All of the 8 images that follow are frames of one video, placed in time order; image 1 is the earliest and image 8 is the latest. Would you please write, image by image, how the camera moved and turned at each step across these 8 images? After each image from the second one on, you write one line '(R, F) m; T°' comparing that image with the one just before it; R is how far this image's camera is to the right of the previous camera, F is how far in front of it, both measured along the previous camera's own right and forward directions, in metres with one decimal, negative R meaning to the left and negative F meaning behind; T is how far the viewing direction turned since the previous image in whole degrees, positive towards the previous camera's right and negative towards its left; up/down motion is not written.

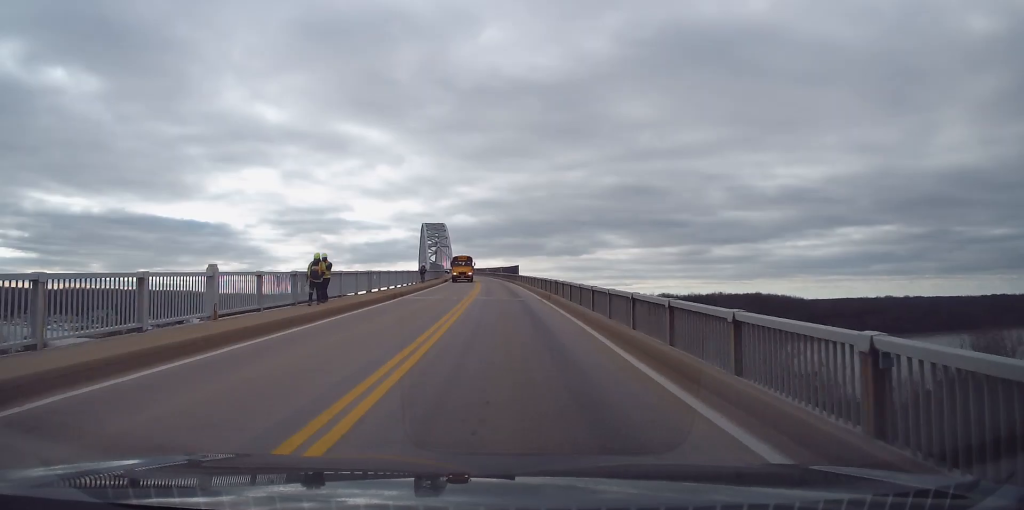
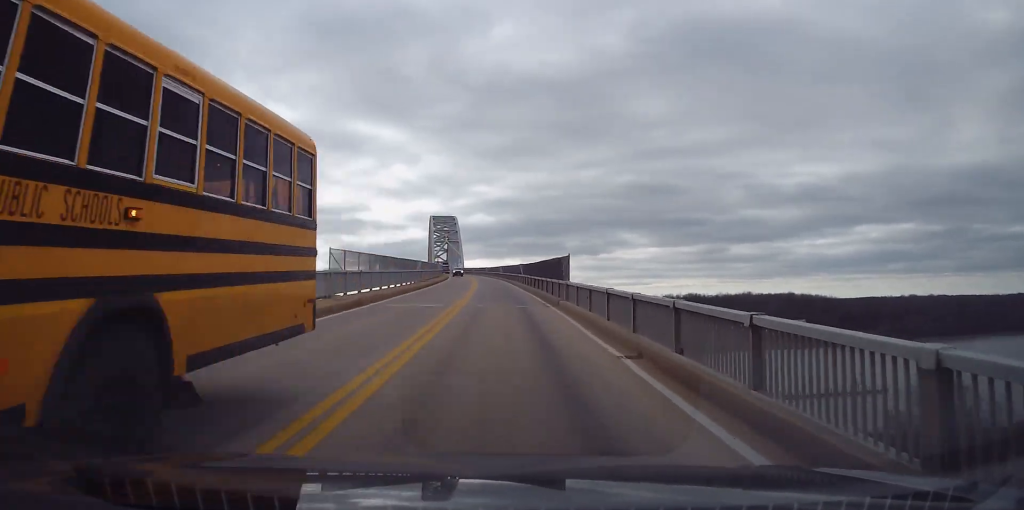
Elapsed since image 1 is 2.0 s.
(-0.5, +43.9) m; -1°
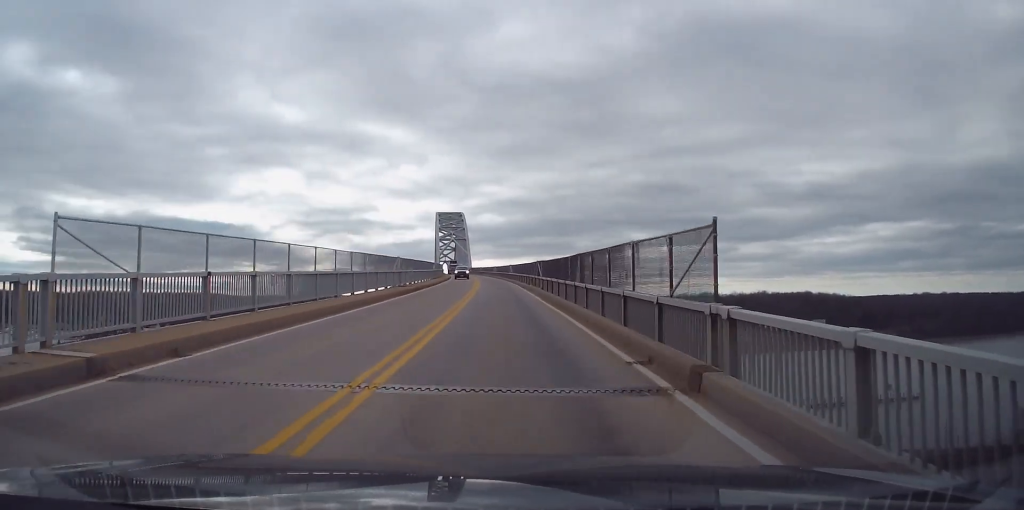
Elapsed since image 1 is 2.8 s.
(-0.2, +17.1) m; -2°
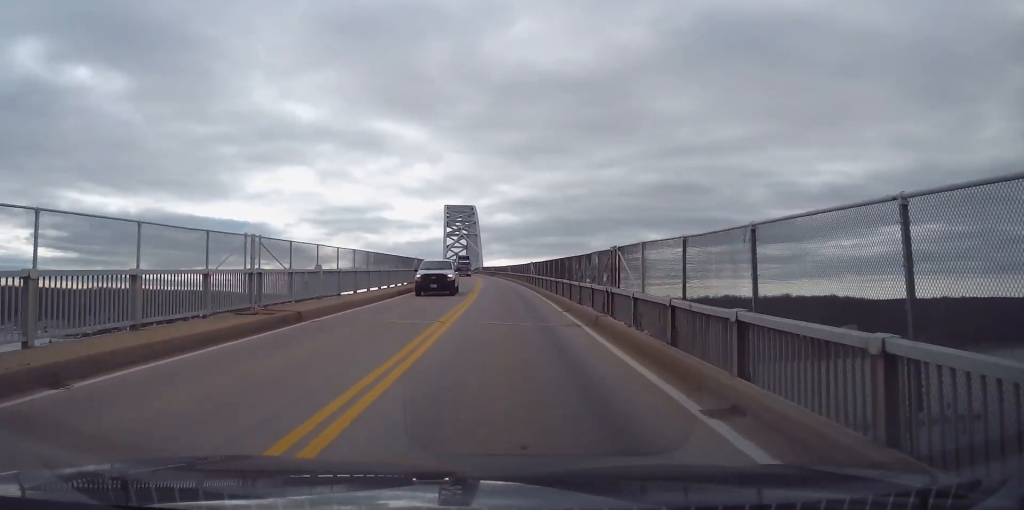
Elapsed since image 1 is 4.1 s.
(-0.5, +27.6) m; -1°
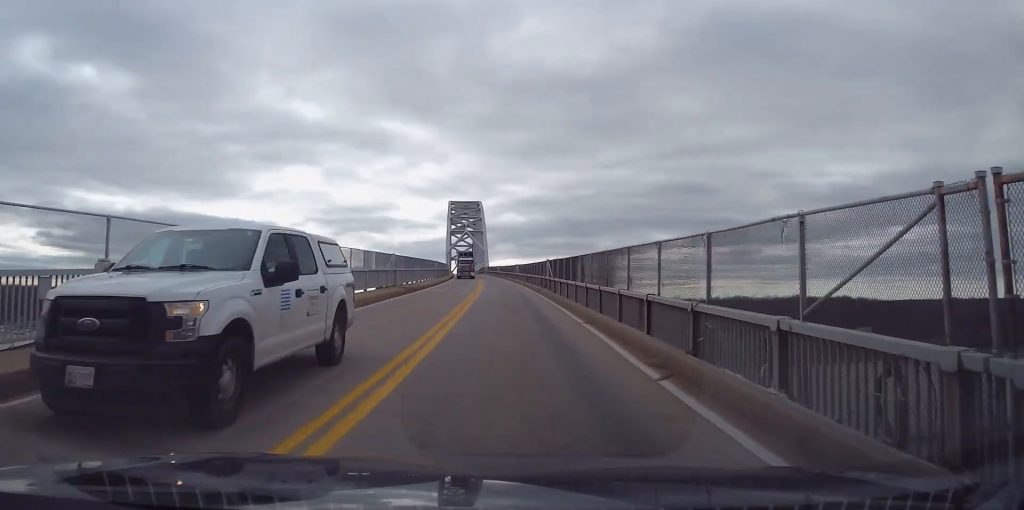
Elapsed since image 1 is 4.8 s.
(0.0, +13.3) m; 0°
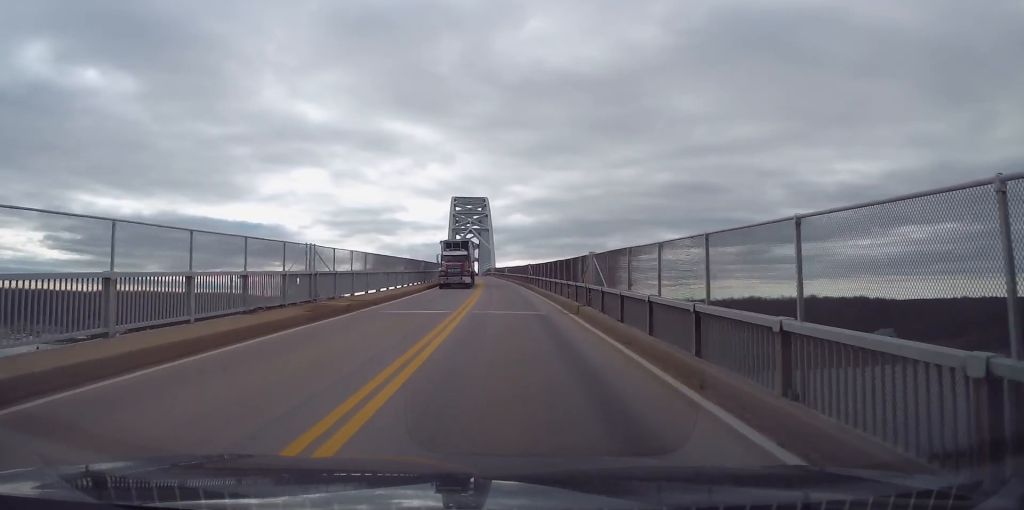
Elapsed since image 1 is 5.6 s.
(+0.1, +18.2) m; -1°
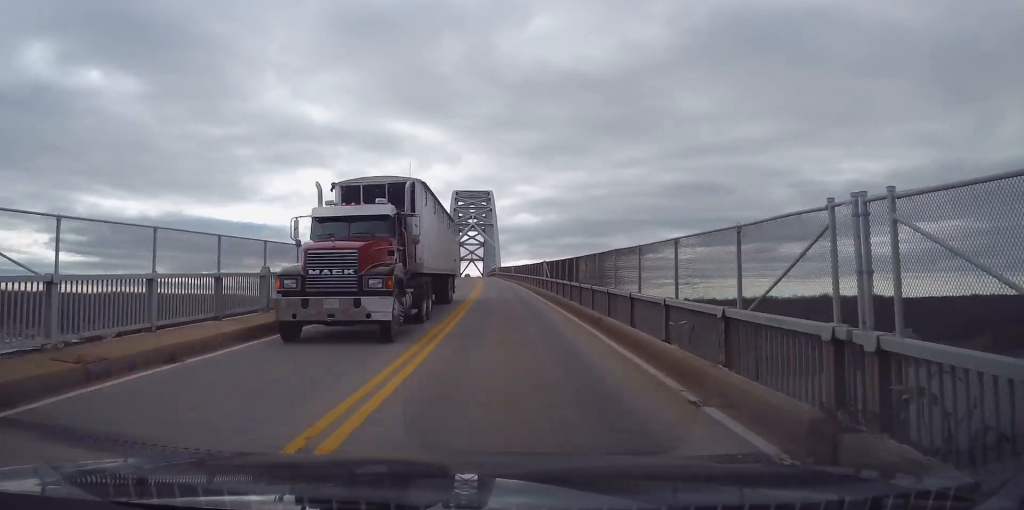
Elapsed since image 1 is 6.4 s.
(-0.4, +16.7) m; -1°
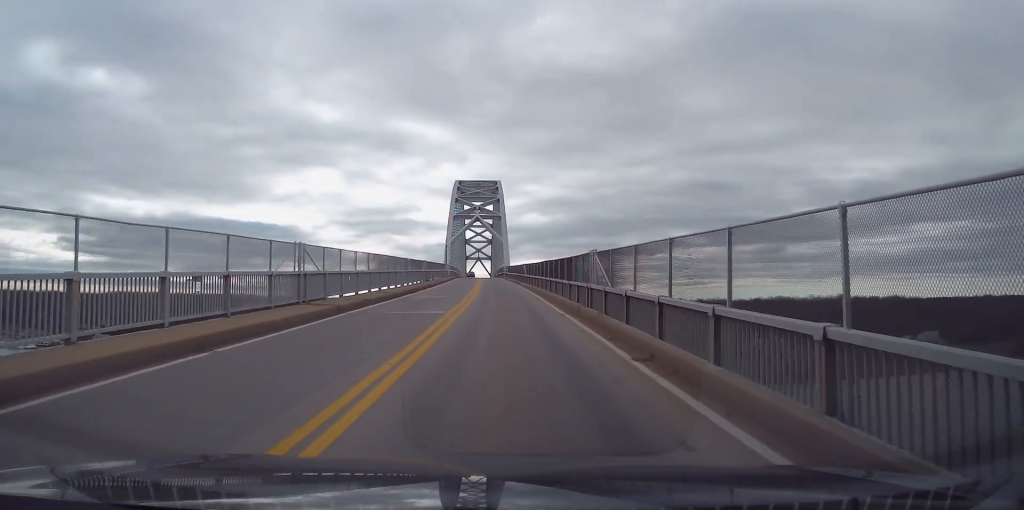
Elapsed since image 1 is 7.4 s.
(0.0, +20.9) m; -2°
